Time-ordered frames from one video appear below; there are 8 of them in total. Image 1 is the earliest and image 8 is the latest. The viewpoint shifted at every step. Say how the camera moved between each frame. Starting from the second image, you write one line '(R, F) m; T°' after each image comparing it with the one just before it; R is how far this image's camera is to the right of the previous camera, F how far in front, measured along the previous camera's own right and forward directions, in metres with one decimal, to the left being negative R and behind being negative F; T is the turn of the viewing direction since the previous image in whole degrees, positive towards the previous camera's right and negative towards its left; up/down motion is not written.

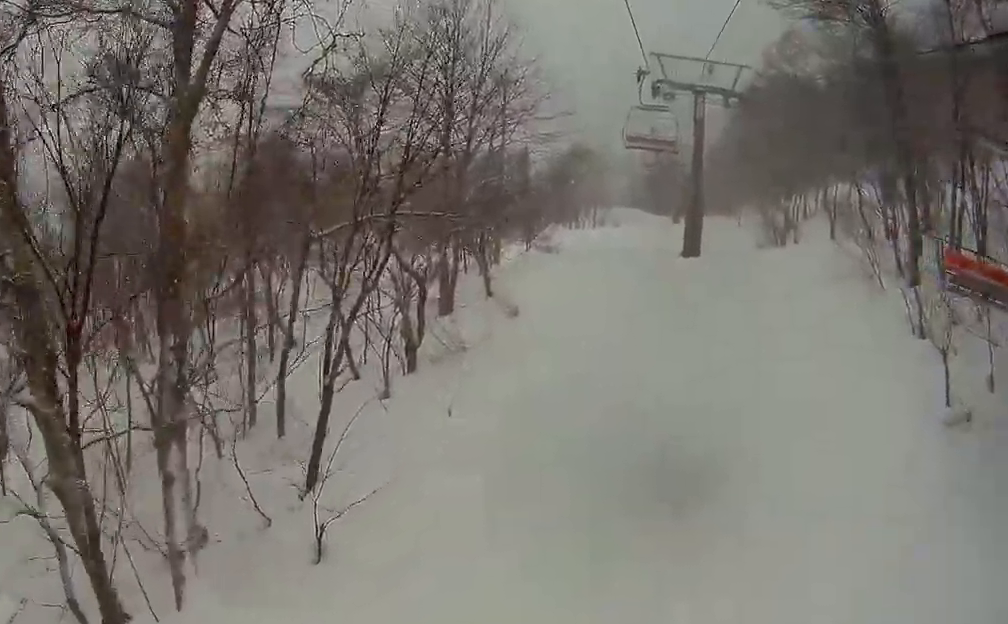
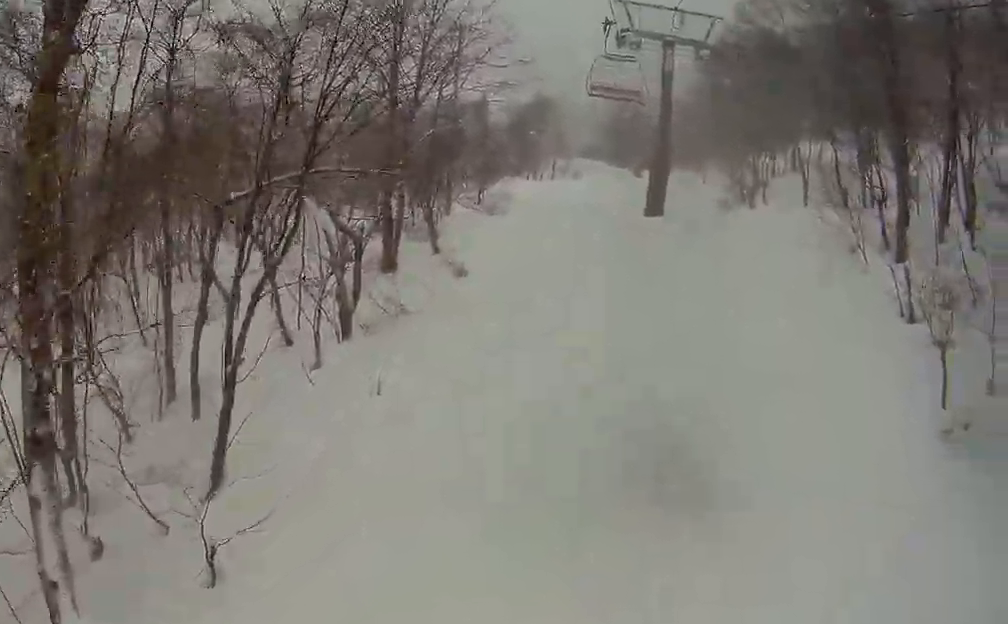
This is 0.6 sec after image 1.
(+0.3, +2.4) m; -1°
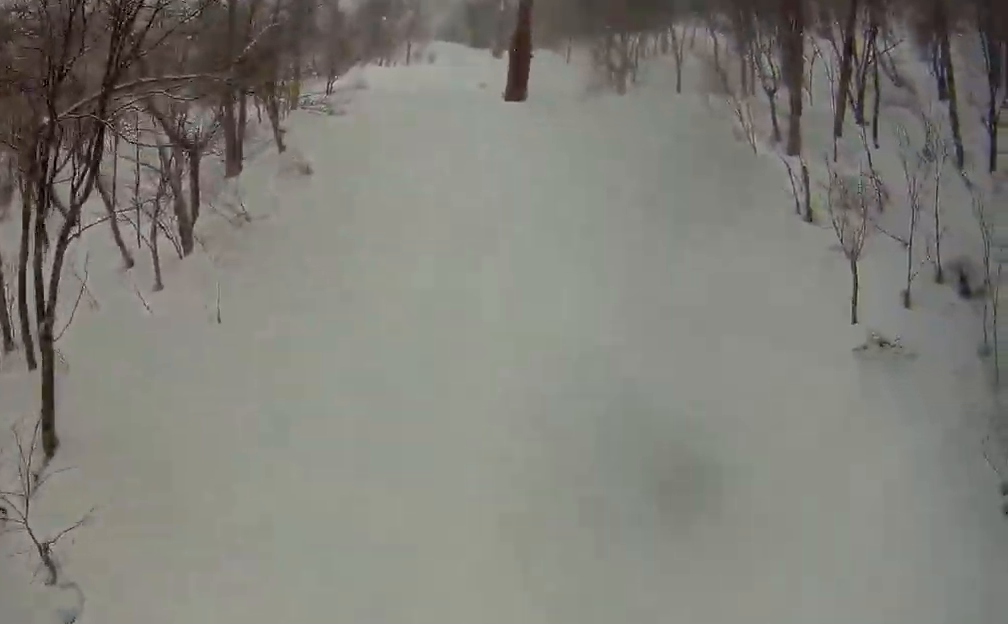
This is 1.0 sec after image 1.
(-0.3, +1.7) m; -7°
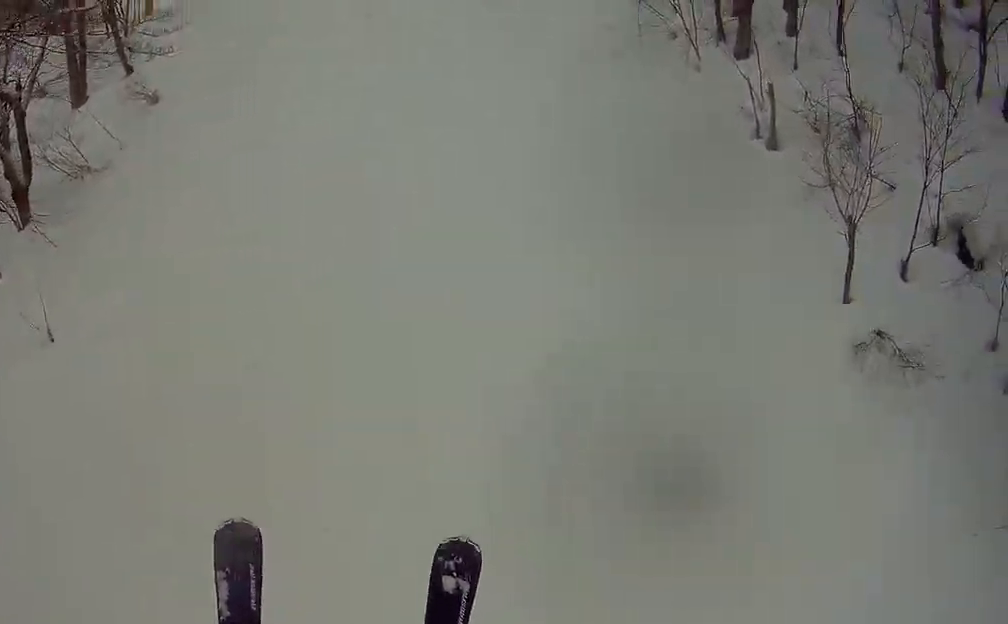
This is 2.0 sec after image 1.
(-0.5, +3.6) m; -8°
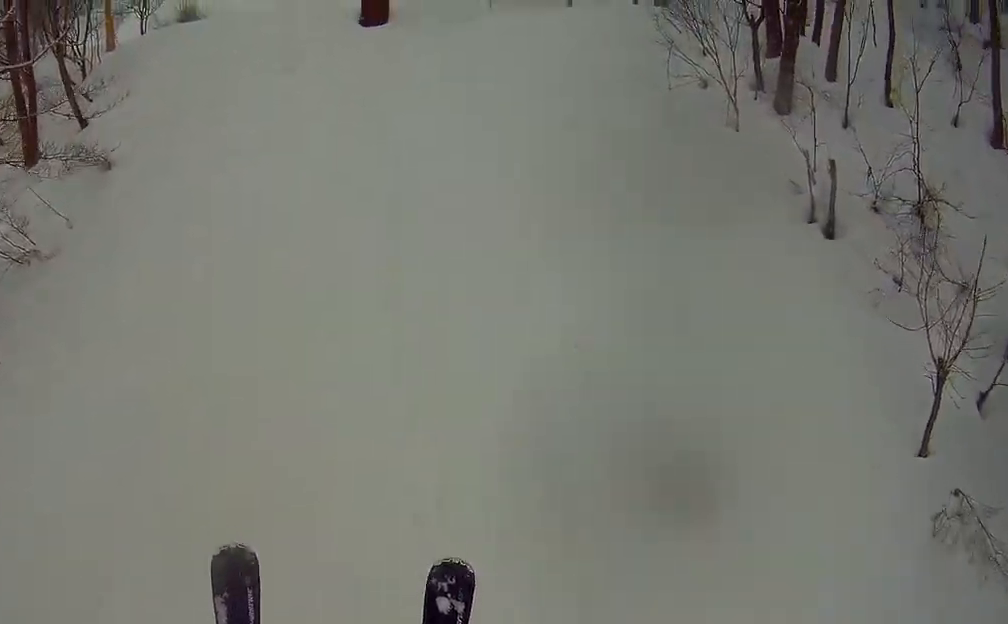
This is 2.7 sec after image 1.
(-0.1, +2.9) m; +7°
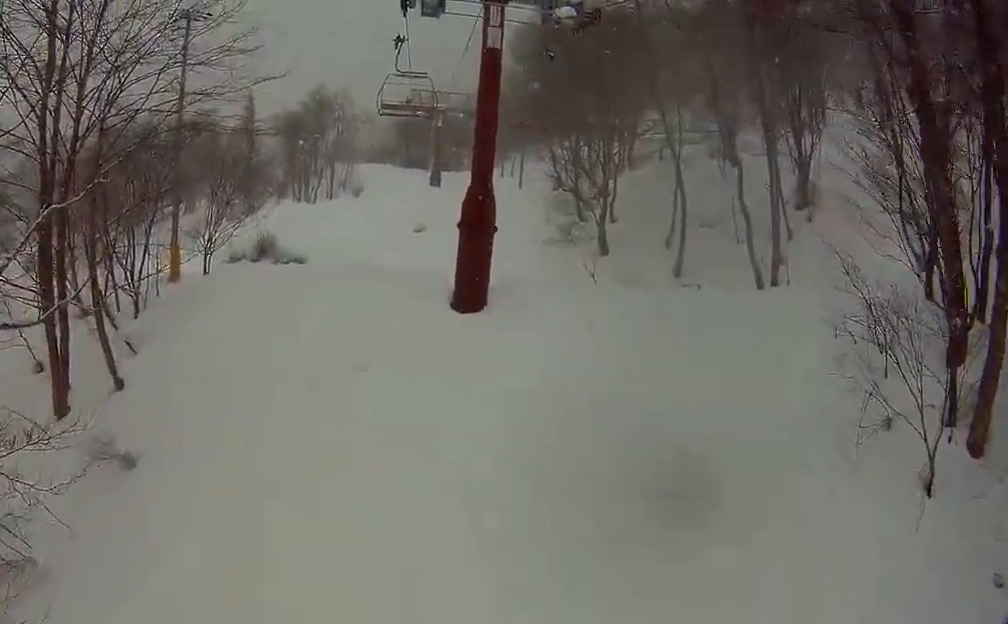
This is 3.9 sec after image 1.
(+0.9, +3.9) m; +14°
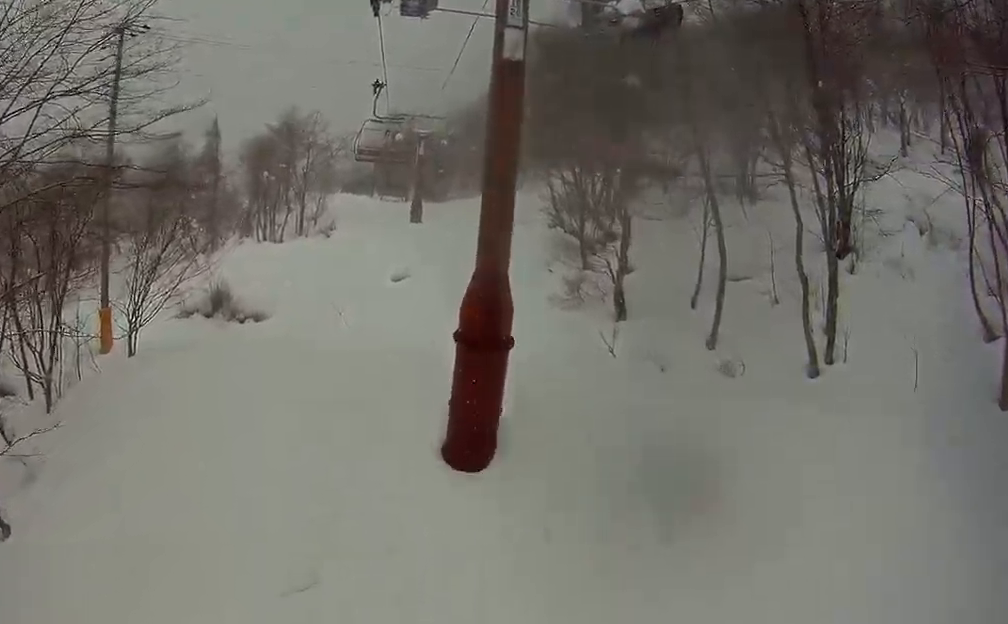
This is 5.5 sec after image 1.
(-1.0, +5.5) m; -20°
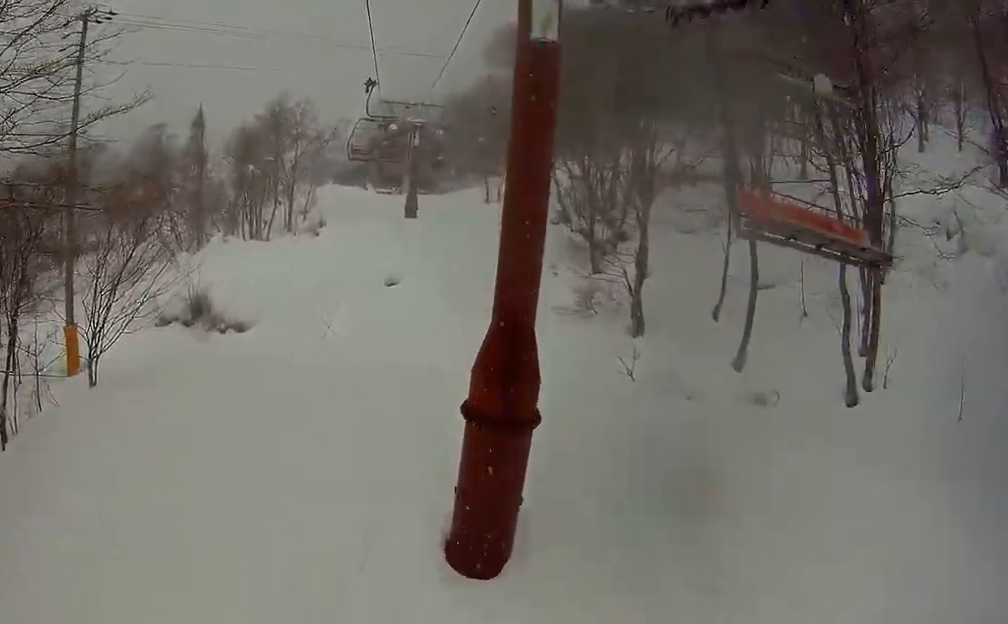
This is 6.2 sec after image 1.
(+0.1, +2.7) m; +12°
